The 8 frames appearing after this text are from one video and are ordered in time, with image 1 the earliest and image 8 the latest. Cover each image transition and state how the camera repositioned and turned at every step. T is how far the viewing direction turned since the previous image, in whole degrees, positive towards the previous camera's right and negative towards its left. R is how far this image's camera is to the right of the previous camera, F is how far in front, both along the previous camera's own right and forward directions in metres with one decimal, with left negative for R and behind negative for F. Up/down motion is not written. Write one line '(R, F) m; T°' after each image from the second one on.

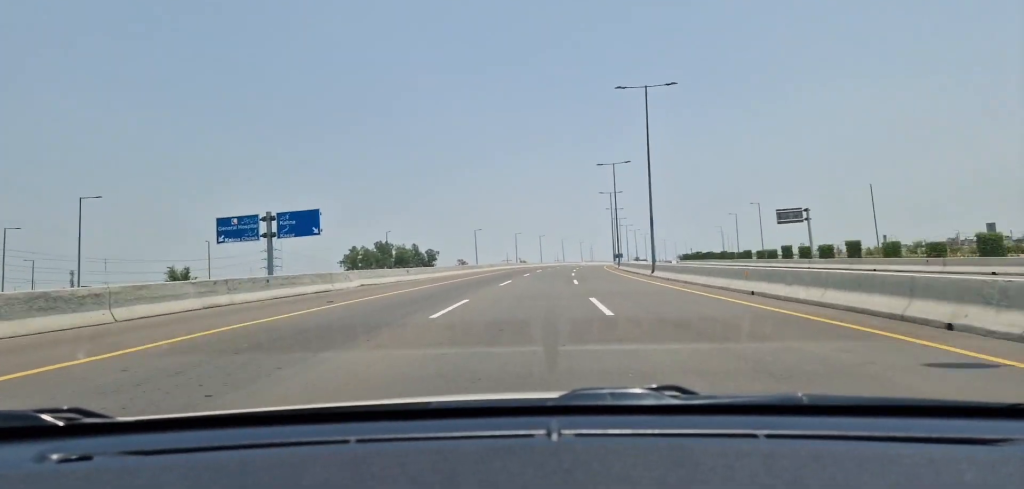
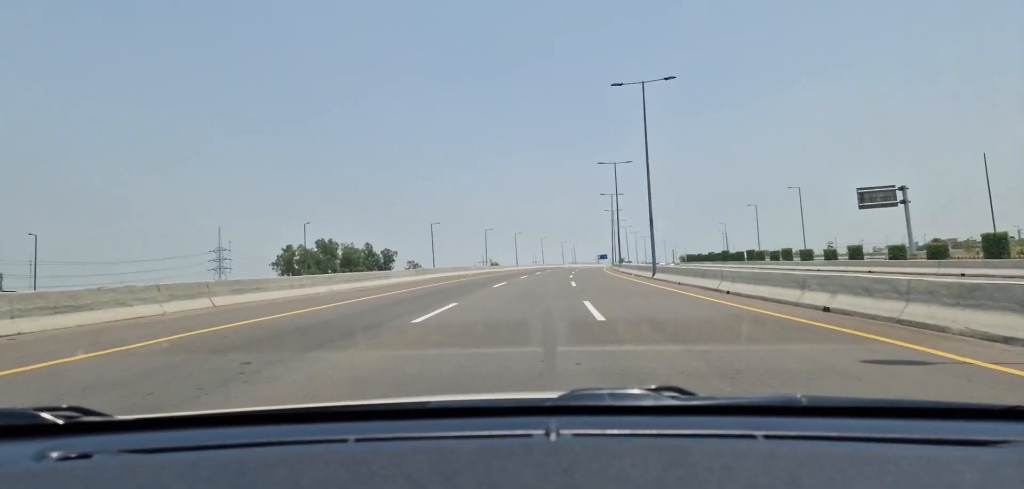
(-0.1, +36.8) m; +2°
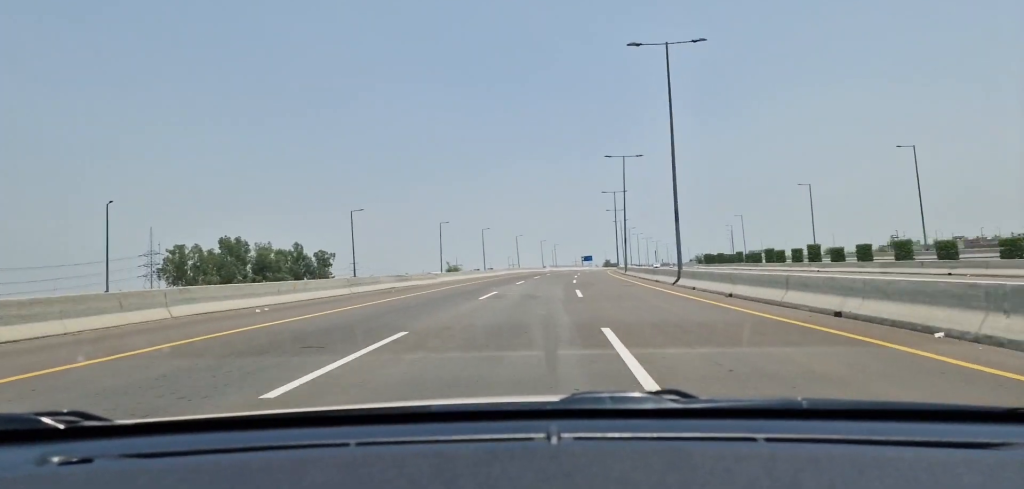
(+1.4, +42.6) m; +2°
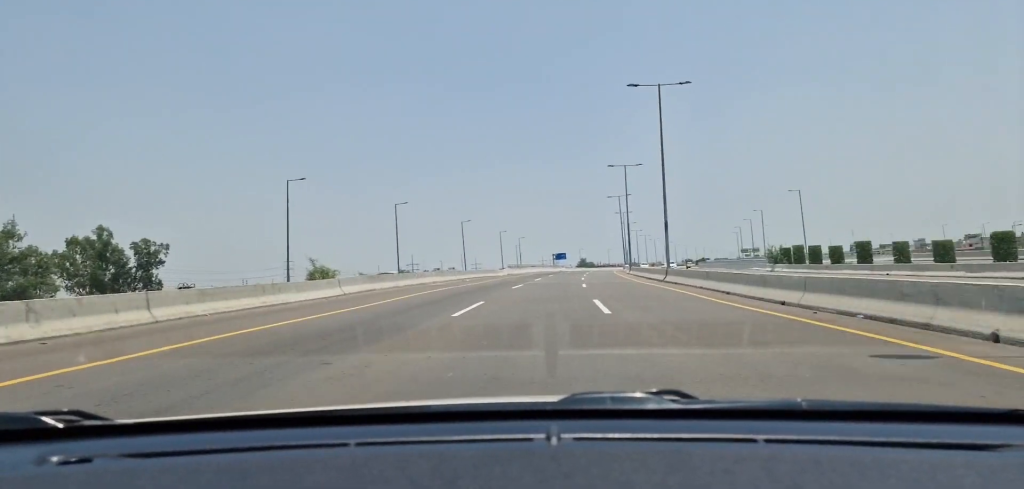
(+1.2, +63.2) m; +2°
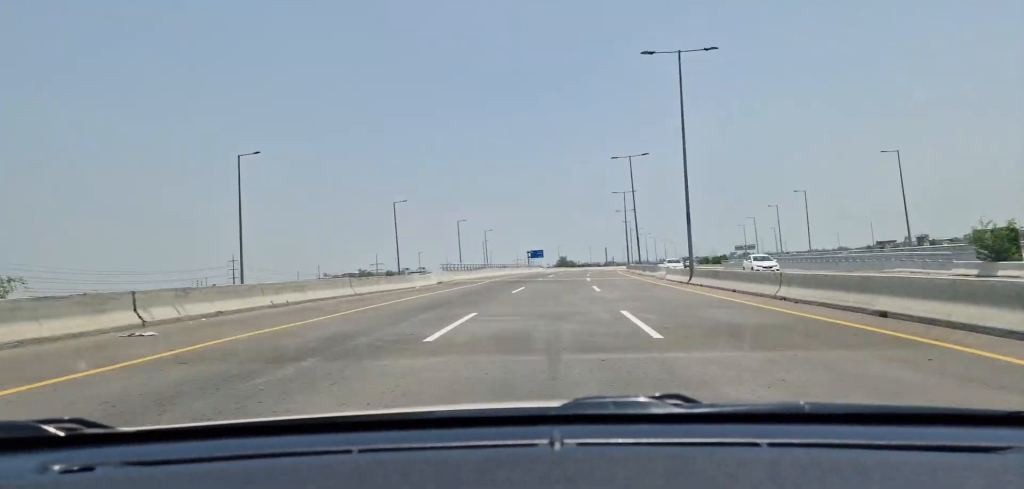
(+0.7, +40.5) m; +2°
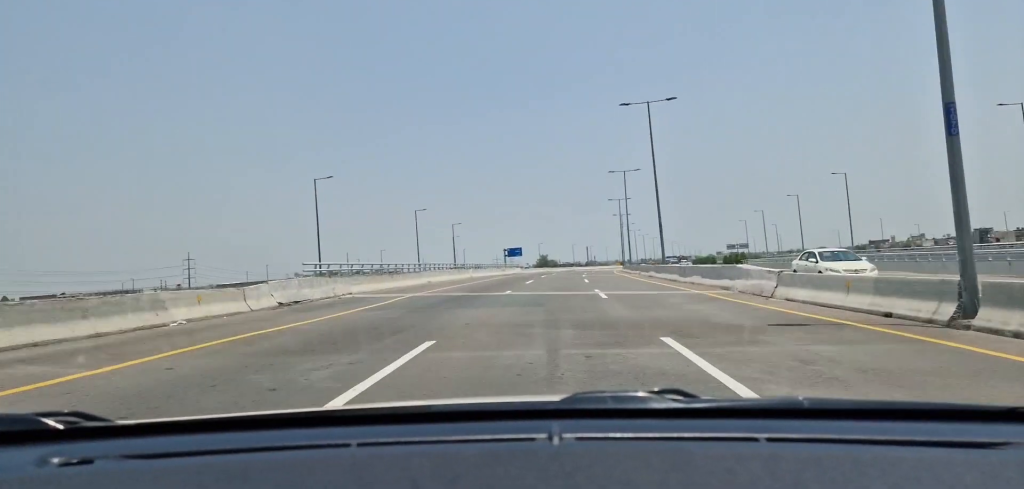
(-0.1, +24.2) m; +2°
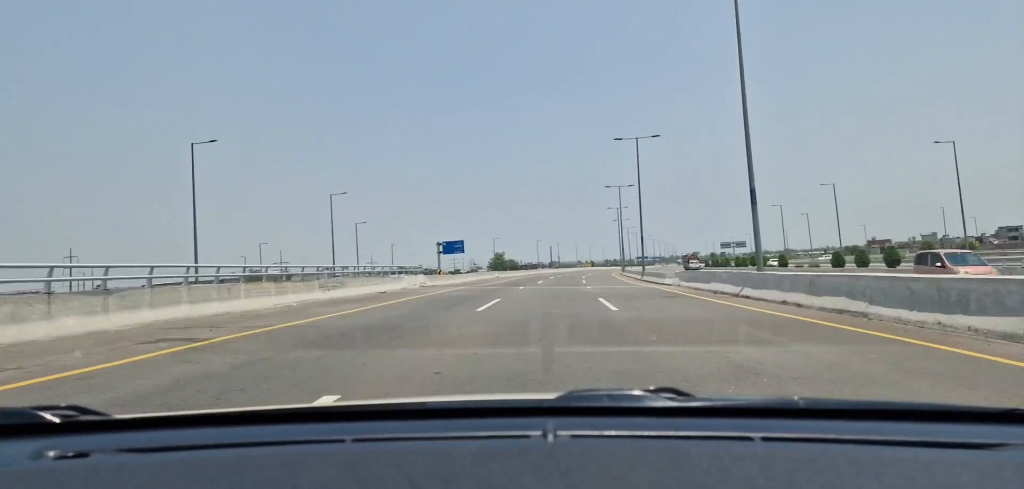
(+2.5, +58.4) m; +3°
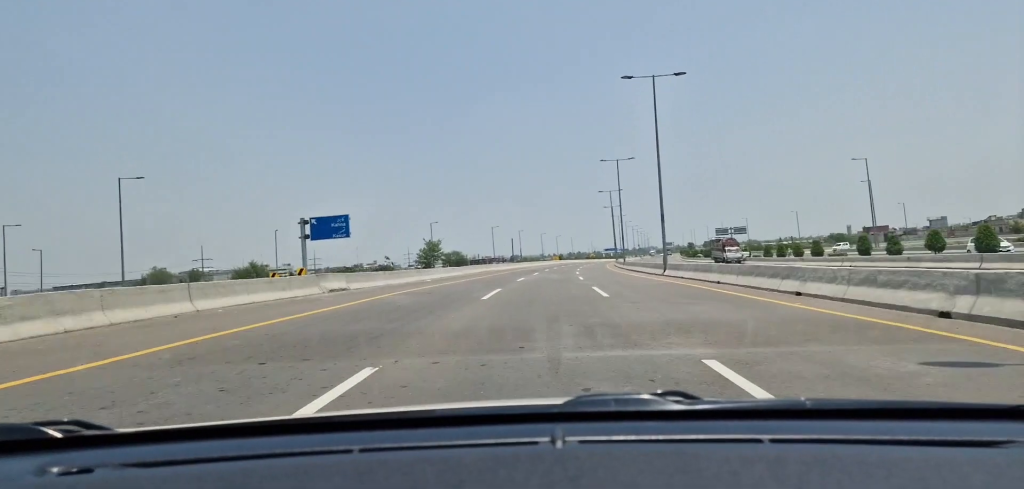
(+0.9, +52.9) m; +2°
